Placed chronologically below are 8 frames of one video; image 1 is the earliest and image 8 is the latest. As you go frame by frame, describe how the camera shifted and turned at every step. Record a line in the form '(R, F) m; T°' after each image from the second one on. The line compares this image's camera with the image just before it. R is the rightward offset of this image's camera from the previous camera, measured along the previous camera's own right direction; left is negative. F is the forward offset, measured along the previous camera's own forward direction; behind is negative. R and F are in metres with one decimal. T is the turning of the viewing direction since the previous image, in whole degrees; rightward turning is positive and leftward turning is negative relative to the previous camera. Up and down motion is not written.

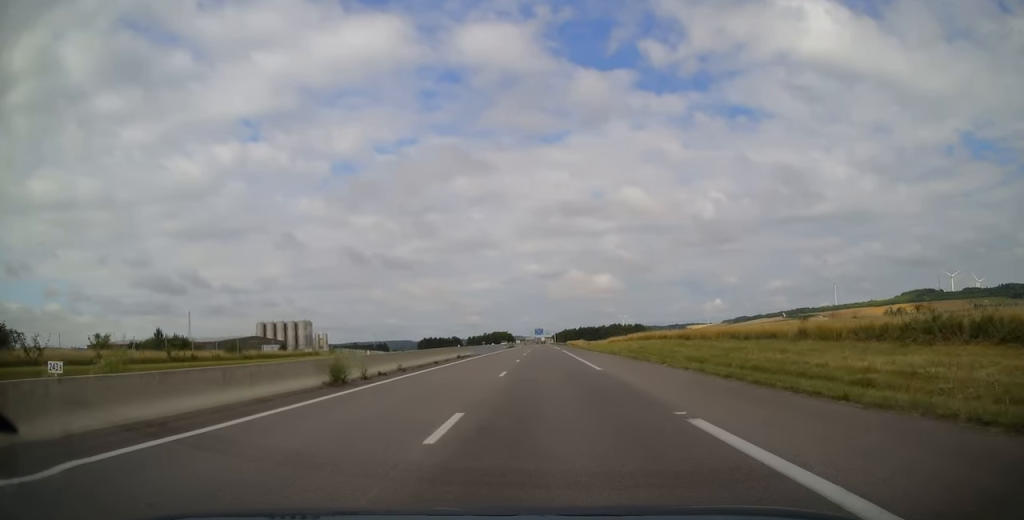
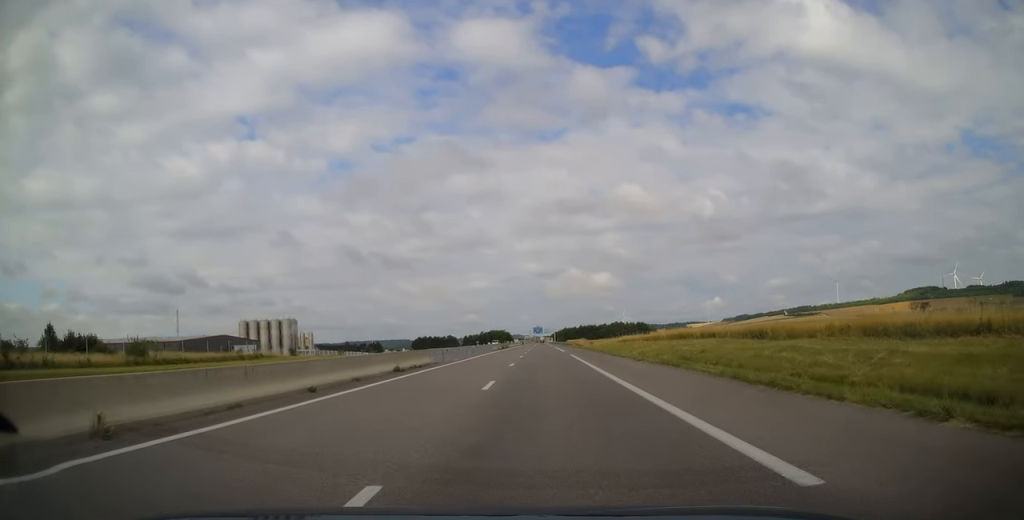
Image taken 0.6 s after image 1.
(0.0, +18.7) m; 0°
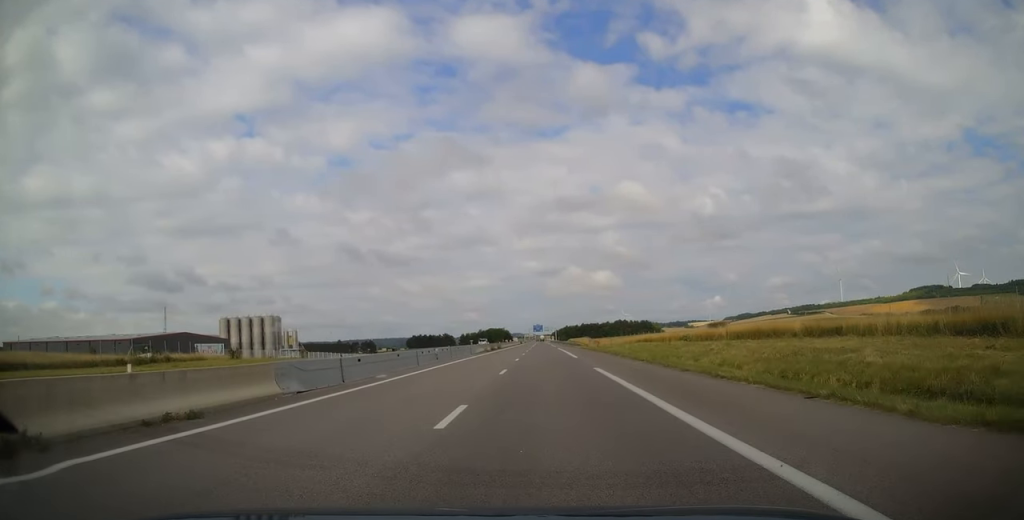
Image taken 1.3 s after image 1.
(0.0, +20.2) m; 0°
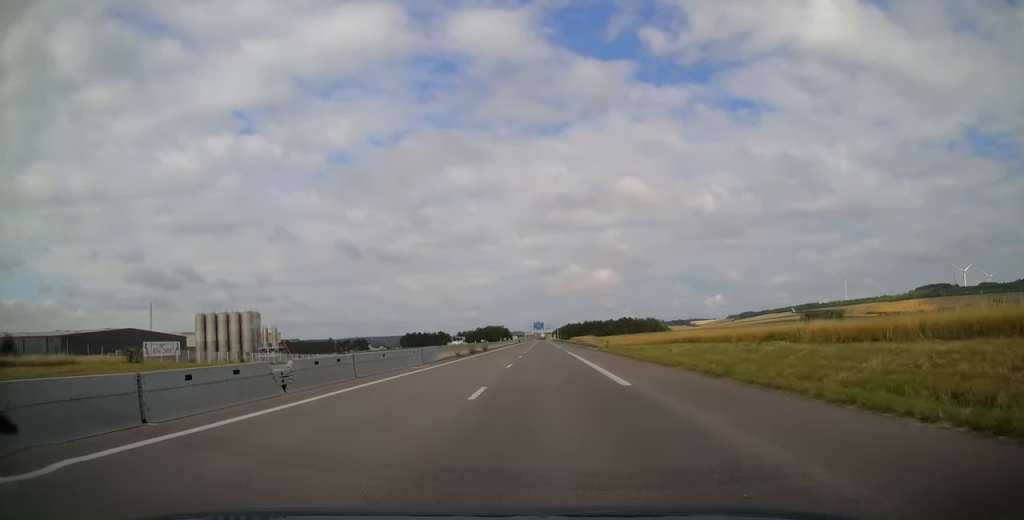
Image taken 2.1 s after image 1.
(0.0, +22.6) m; 0°
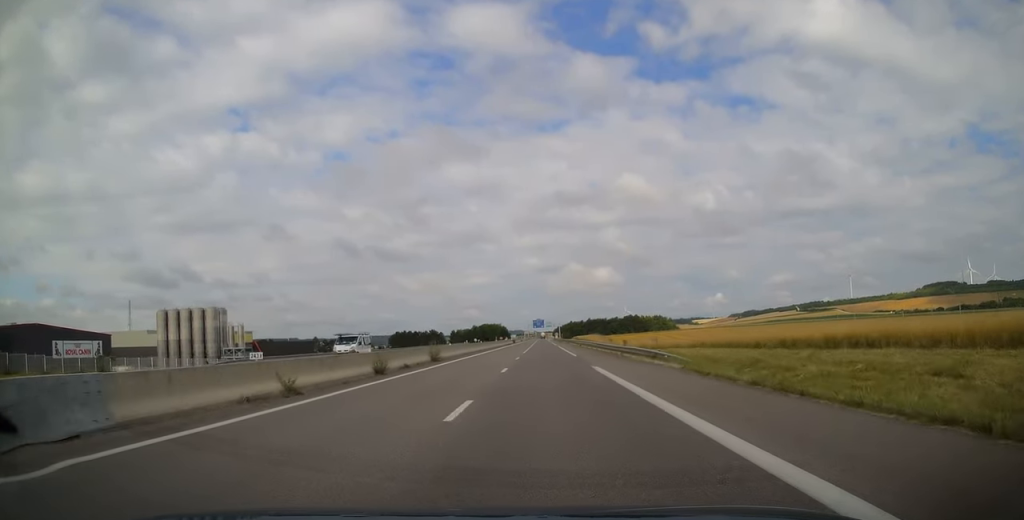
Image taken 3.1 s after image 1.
(0.0, +30.0) m; 0°
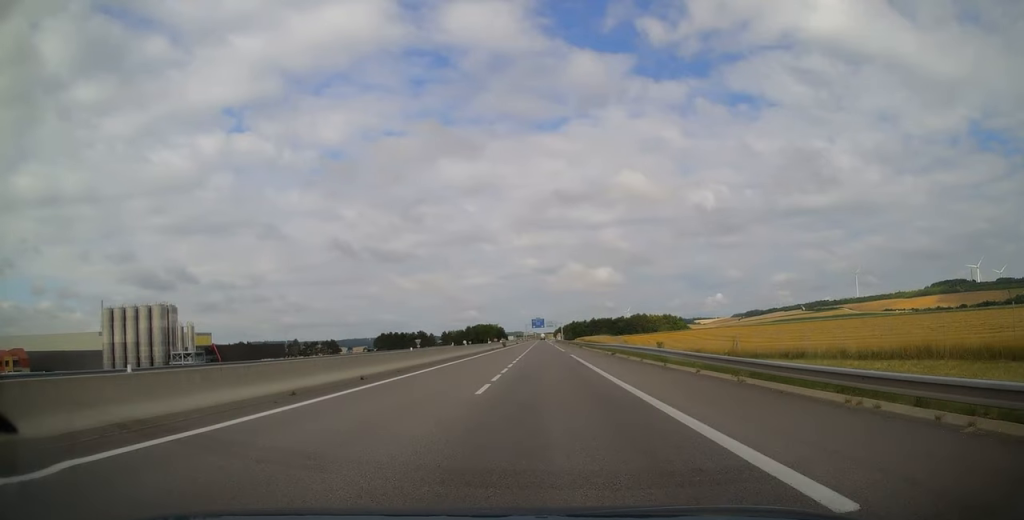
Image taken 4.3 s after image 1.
(0.0, +34.9) m; 0°
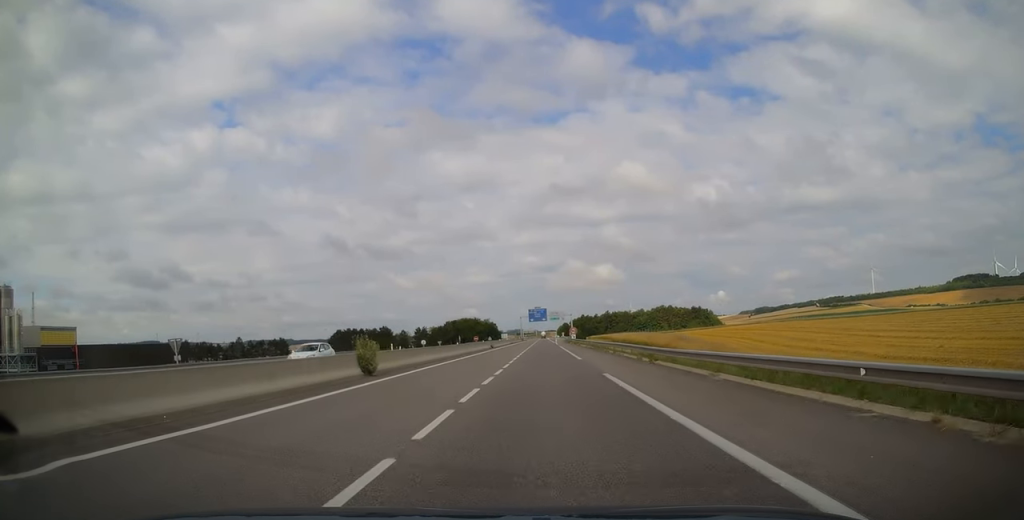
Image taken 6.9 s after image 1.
(+0.1, +77.8) m; 0°
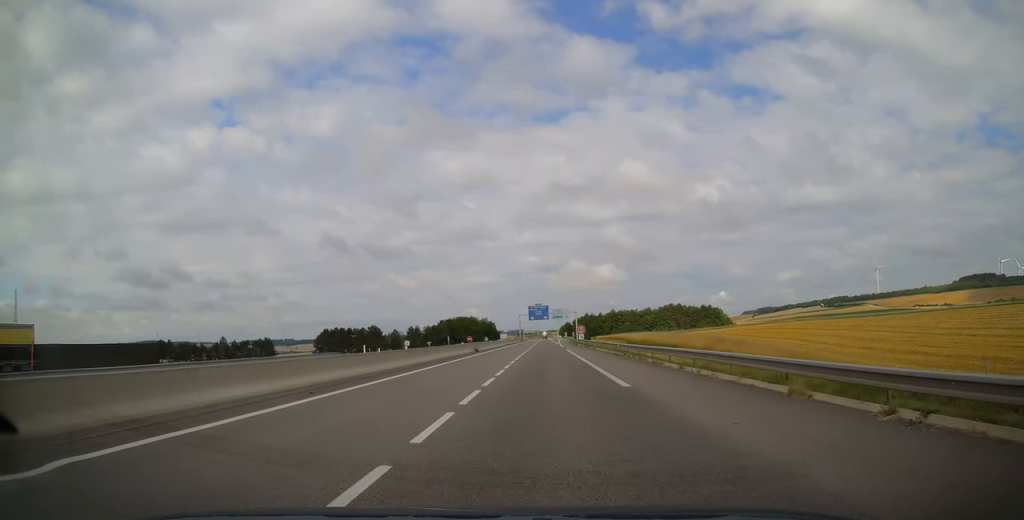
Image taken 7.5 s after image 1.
(0.0, +18.2) m; 0°
